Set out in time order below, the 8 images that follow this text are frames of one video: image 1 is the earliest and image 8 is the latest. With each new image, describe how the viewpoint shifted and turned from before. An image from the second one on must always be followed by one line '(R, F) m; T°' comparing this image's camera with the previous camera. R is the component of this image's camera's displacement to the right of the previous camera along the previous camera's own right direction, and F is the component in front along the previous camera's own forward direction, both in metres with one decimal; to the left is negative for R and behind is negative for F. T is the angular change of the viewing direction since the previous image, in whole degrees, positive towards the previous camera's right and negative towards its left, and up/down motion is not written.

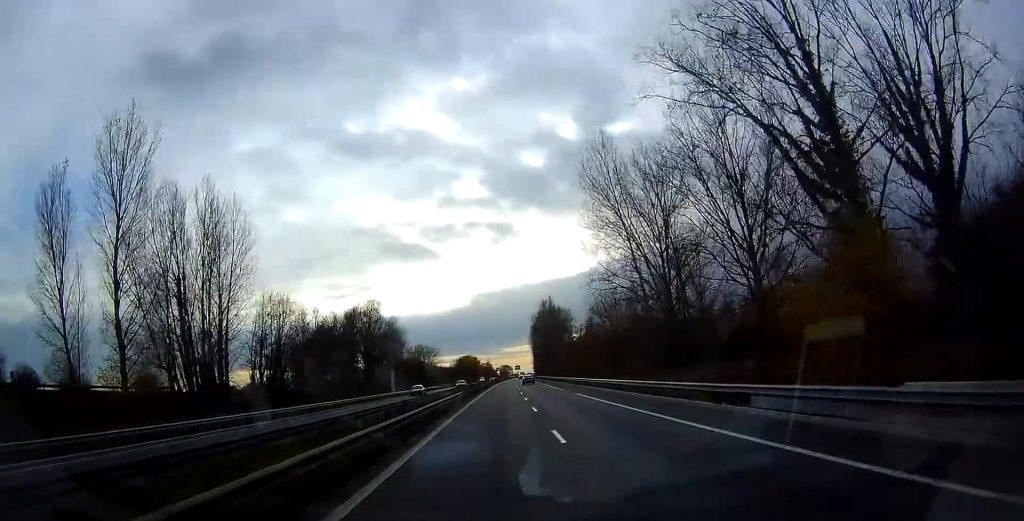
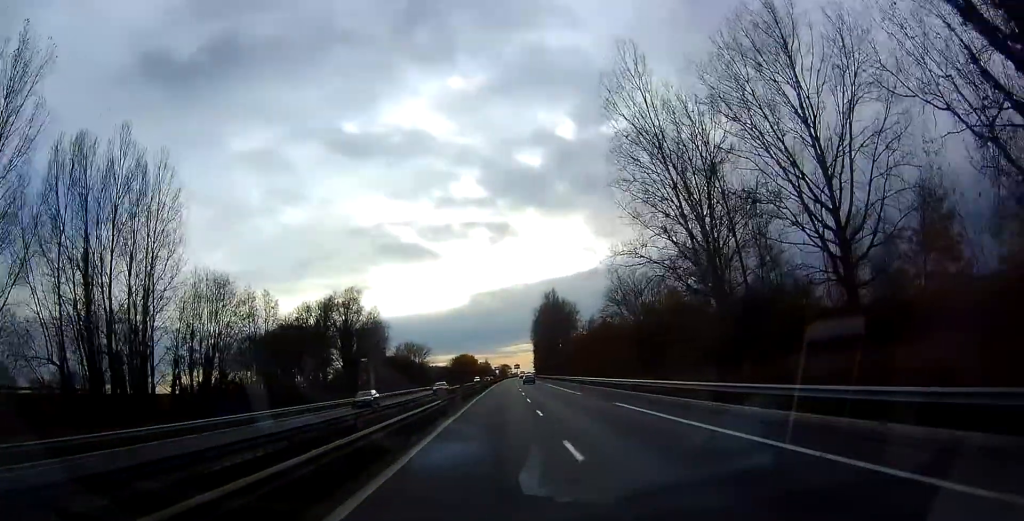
(-0.4, +15.2) m; 0°
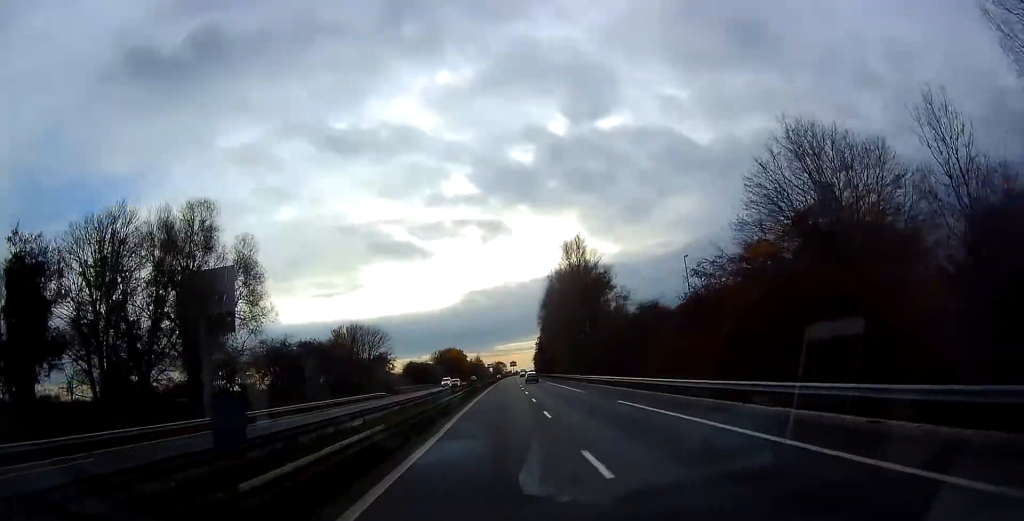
(+1.2, +50.7) m; +2°
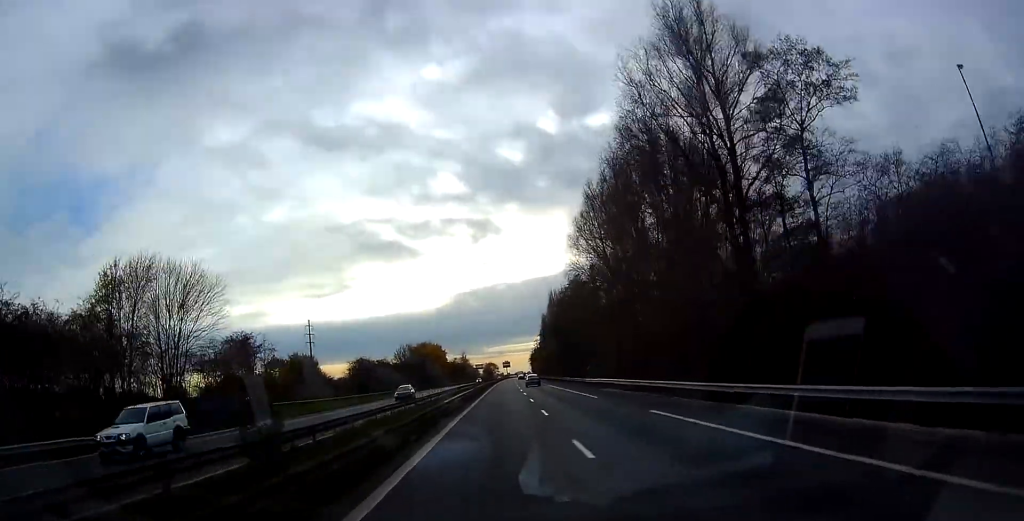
(-0.1, +58.5) m; 0°
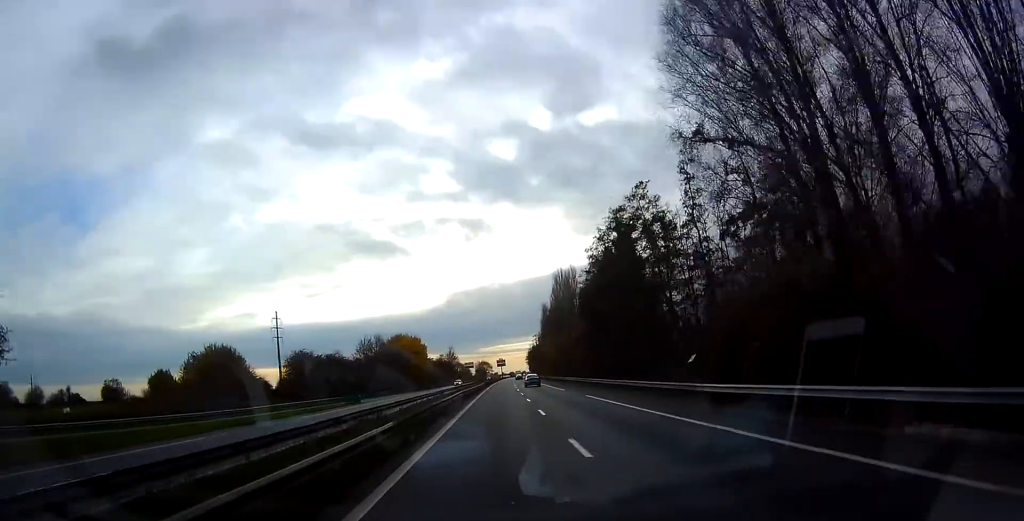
(+0.1, +36.4) m; 0°
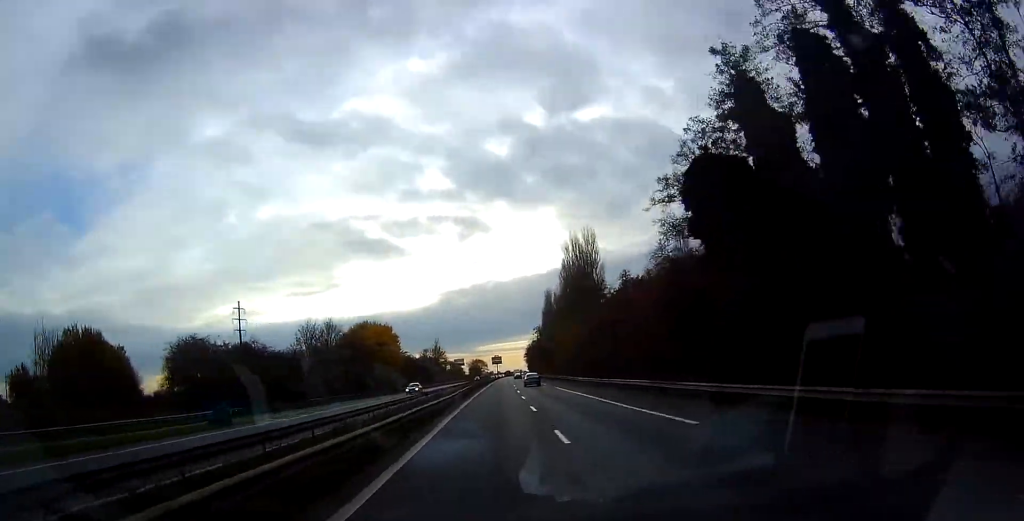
(-0.1, +34.6) m; +1°
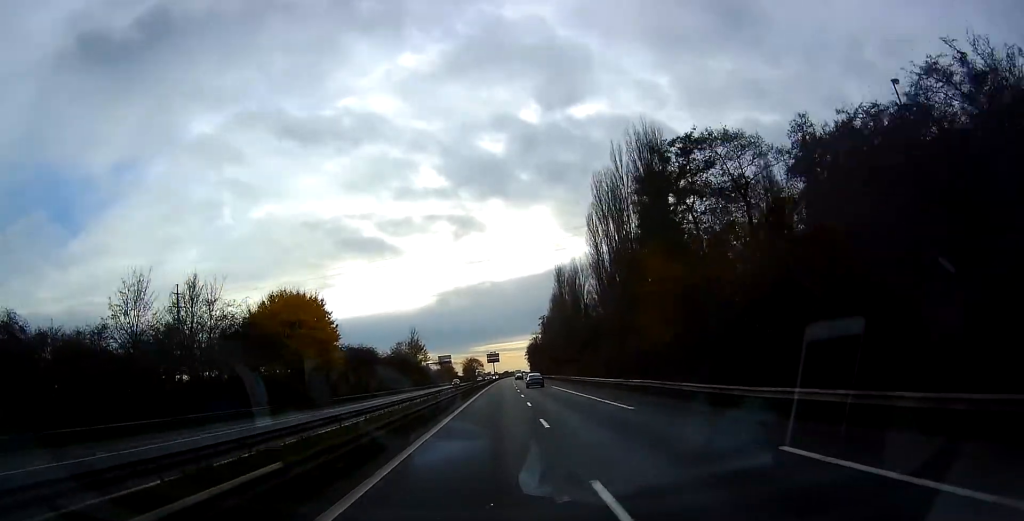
(+0.9, +44.5) m; +1°
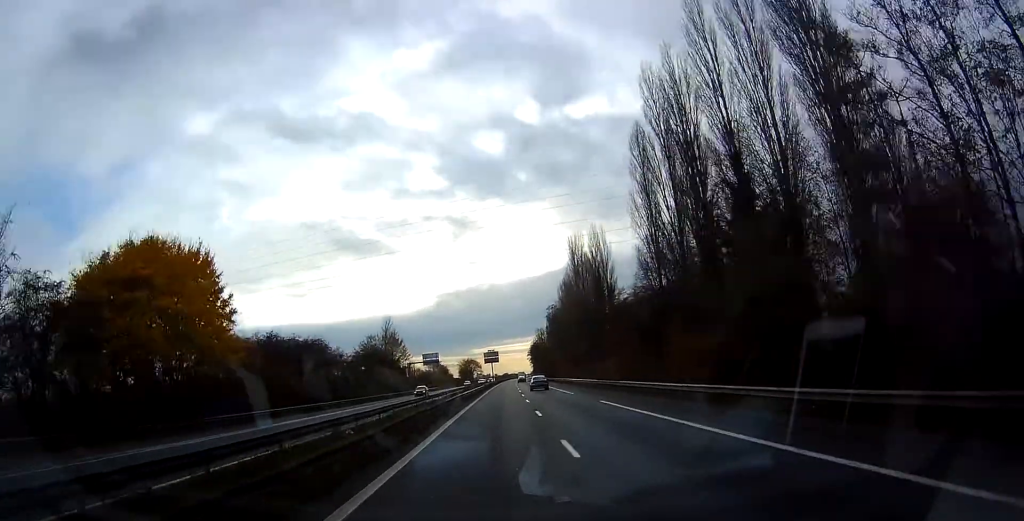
(0.0, +30.5) m; 0°
